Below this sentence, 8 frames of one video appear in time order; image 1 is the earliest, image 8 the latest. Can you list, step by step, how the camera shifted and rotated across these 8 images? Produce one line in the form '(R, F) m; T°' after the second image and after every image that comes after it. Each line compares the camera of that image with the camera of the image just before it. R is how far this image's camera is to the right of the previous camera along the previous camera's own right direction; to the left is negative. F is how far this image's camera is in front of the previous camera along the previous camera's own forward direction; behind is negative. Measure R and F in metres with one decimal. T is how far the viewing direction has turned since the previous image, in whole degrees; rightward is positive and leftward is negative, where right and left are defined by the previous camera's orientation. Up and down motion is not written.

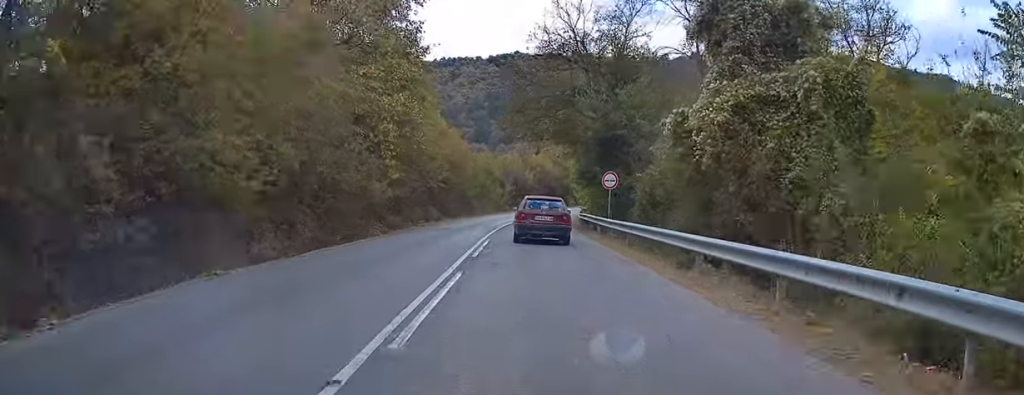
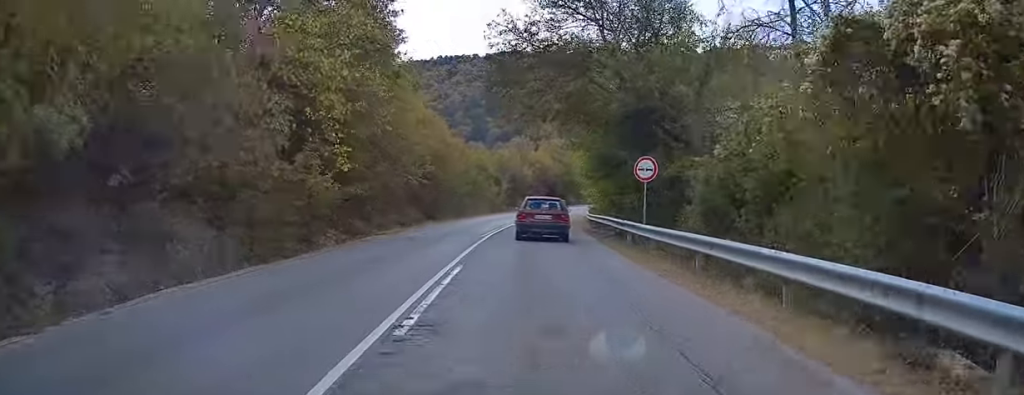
(-0.1, +8.5) m; +1°
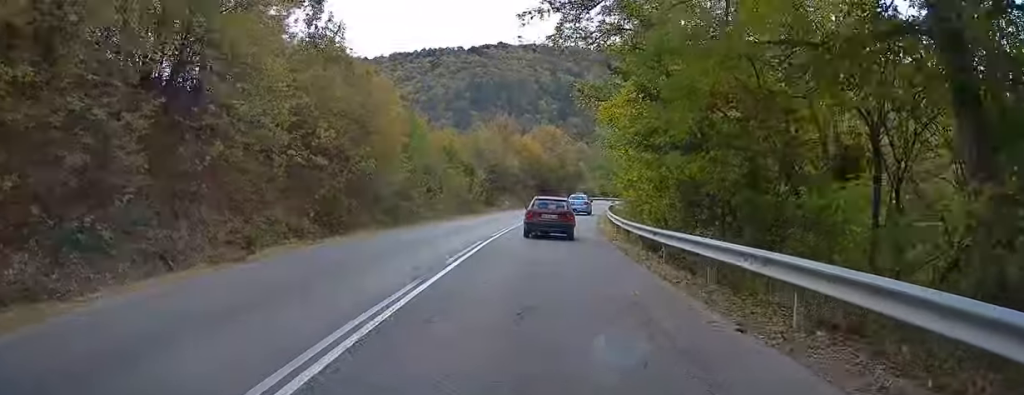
(+0.3, +20.8) m; +2°
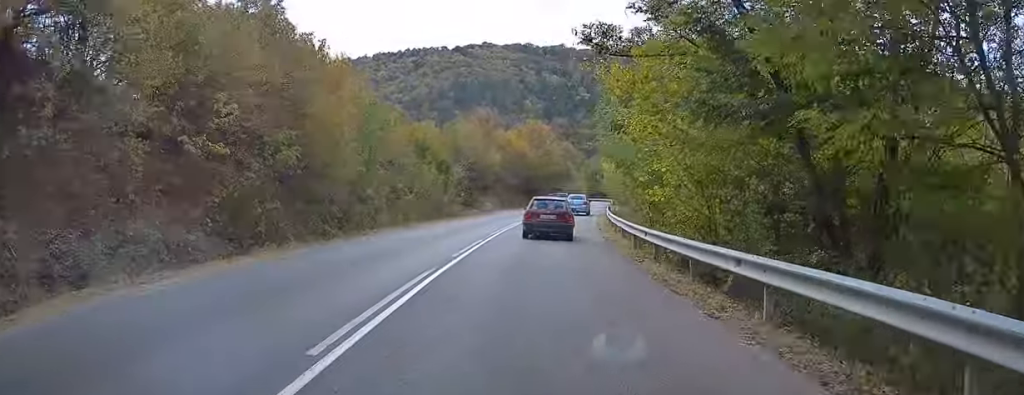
(-0.2, +7.3) m; +1°
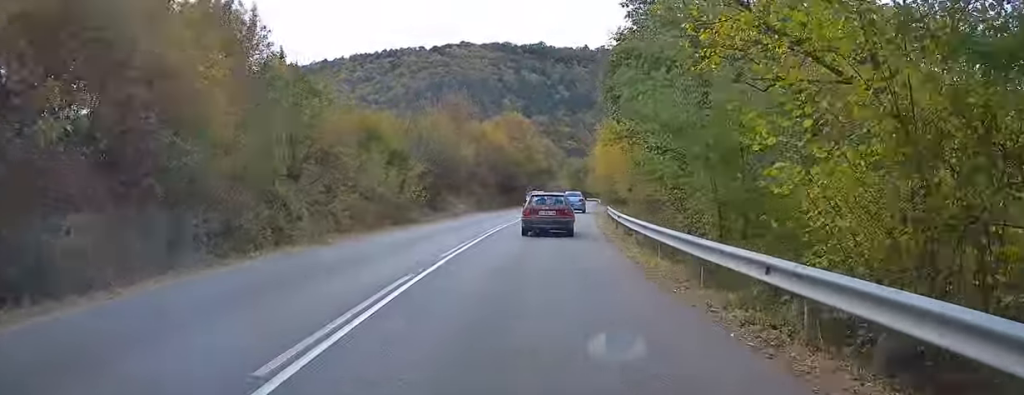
(+0.4, +9.9) m; +2°
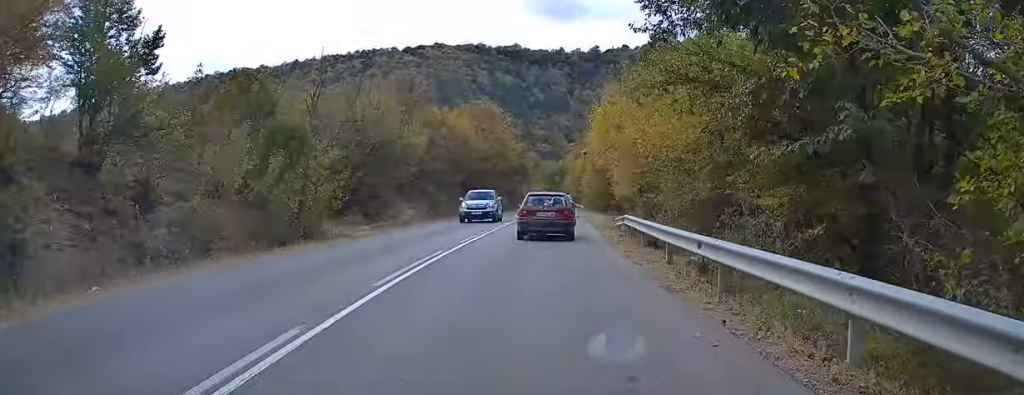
(+0.3, +13.3) m; +1°
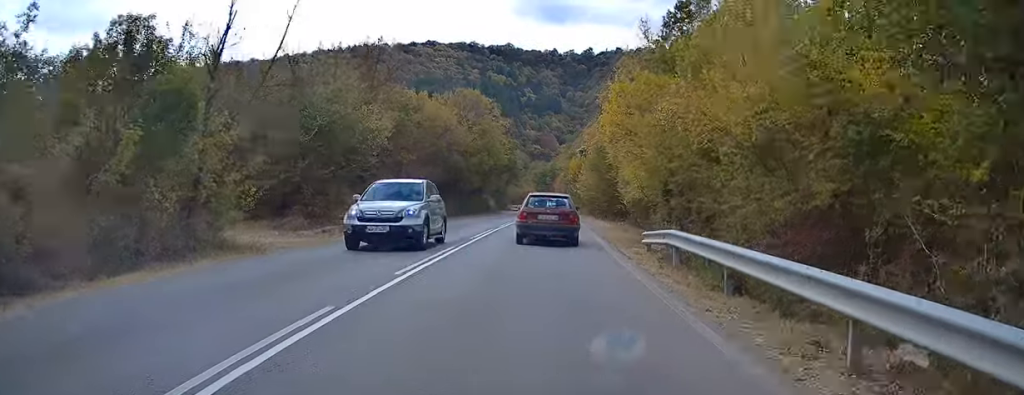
(0.0, +7.8) m; +1°
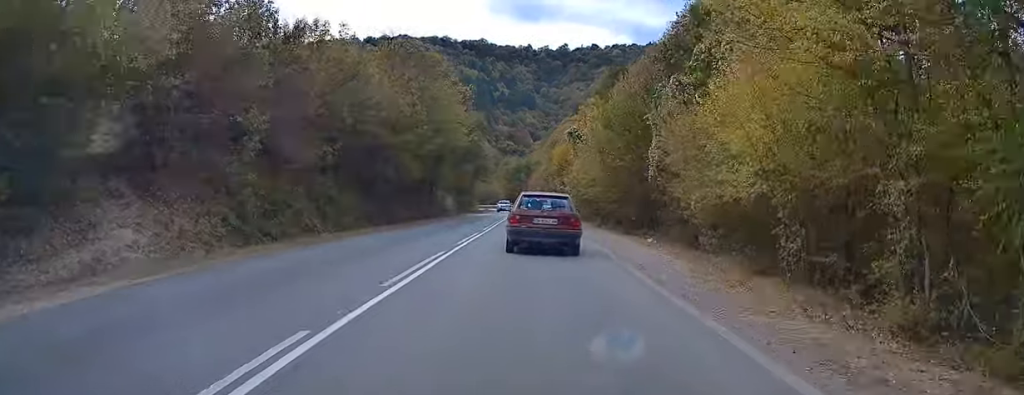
(+0.7, +19.0) m; +3°
